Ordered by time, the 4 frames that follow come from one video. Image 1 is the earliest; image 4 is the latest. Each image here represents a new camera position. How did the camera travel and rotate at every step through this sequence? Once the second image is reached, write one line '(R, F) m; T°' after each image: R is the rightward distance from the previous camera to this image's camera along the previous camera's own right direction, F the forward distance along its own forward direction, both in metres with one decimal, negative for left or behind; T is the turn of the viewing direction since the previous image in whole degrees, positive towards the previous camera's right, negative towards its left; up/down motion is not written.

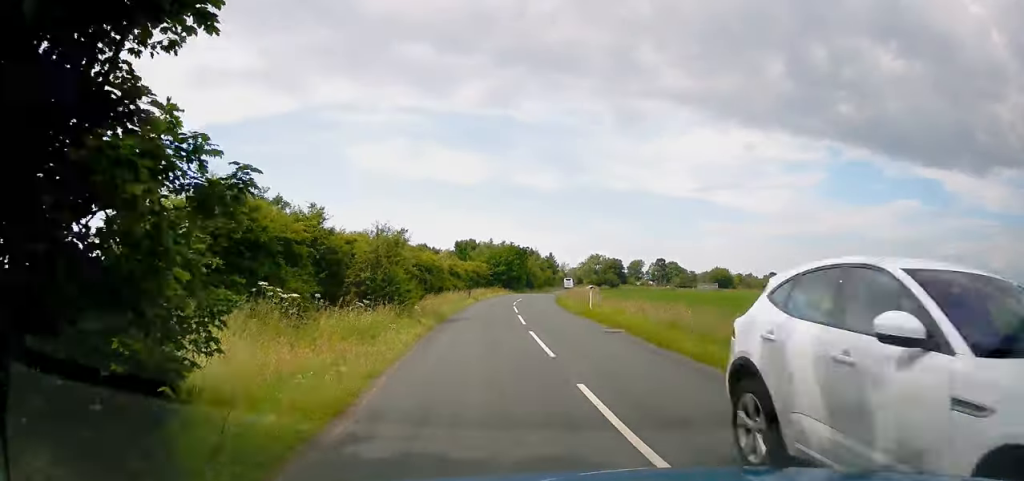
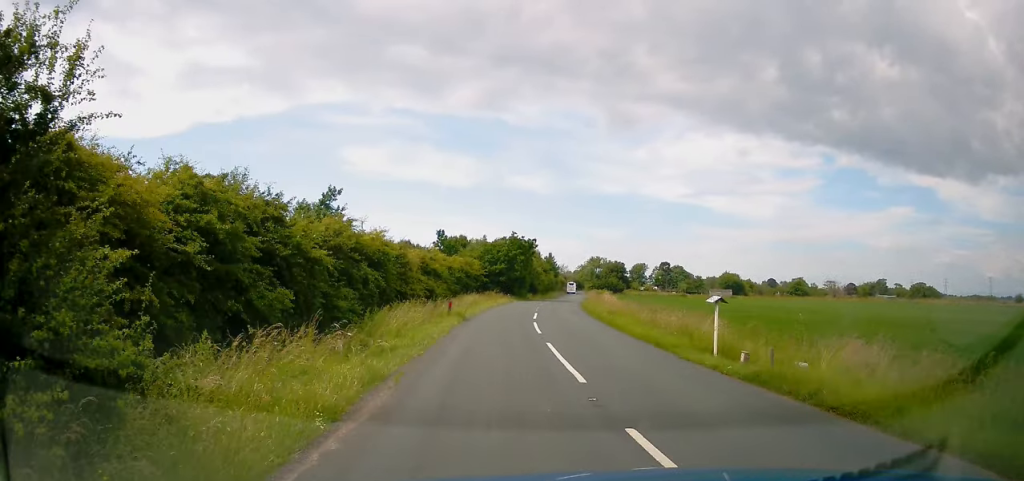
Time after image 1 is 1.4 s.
(-0.3, +20.1) m; +2°
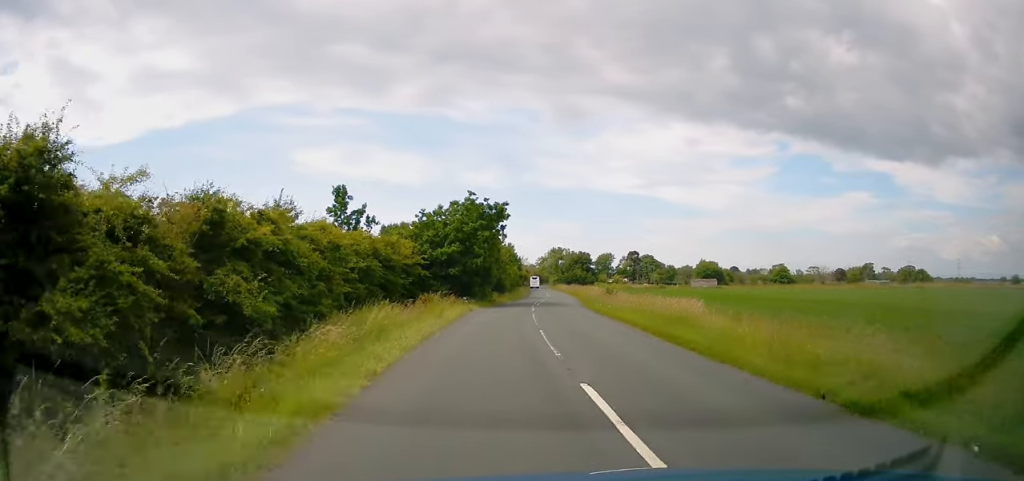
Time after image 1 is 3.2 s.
(+1.4, +24.6) m; +4°
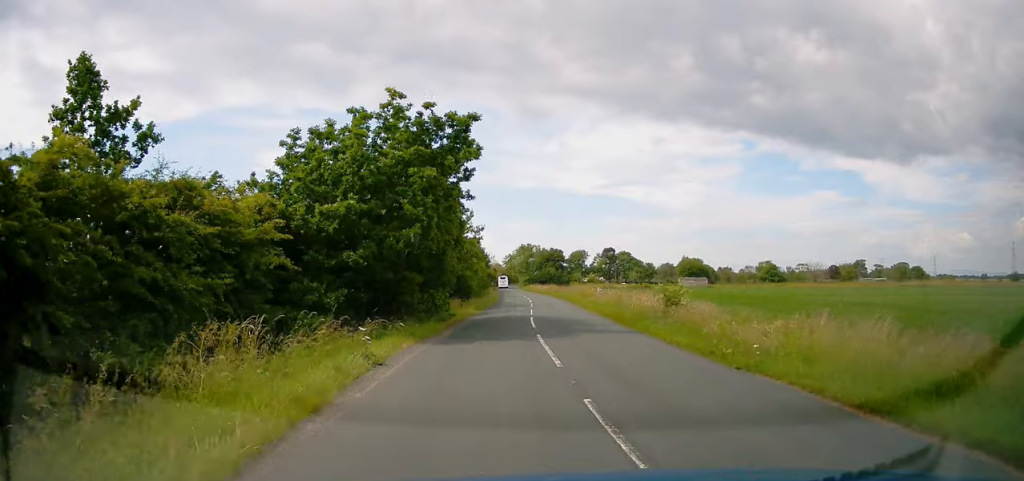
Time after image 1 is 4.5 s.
(+0.5, +19.0) m; +4°
